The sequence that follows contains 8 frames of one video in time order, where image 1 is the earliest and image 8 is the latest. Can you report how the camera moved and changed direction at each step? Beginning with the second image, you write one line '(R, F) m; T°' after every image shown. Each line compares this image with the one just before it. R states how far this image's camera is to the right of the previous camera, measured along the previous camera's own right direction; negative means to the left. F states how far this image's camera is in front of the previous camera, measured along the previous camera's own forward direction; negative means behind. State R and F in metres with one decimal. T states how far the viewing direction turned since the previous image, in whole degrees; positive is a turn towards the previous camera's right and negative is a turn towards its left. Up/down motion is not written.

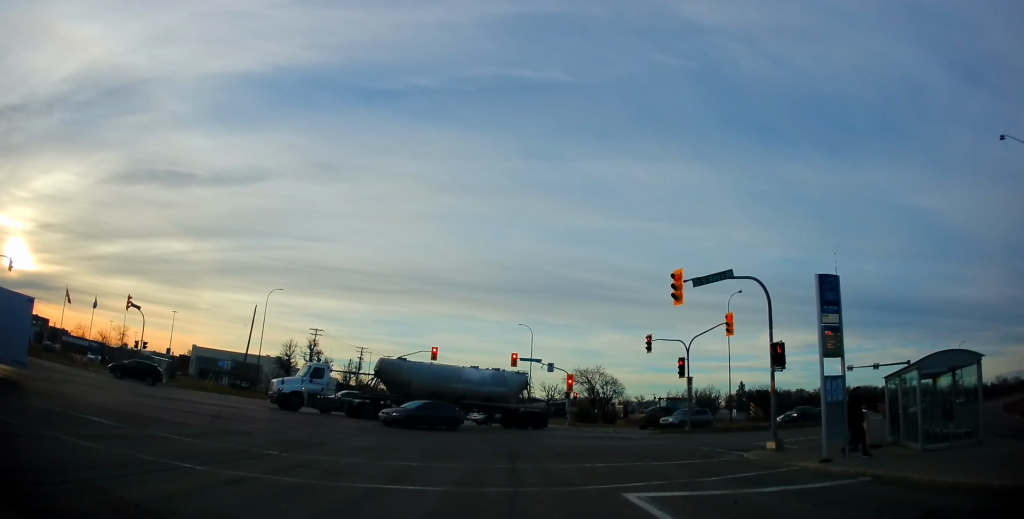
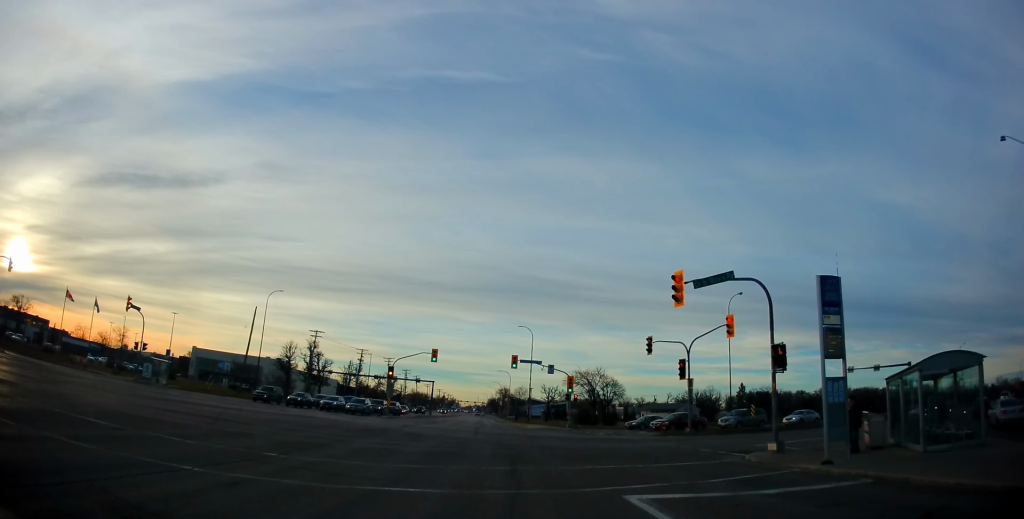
(0.0, +0.3) m; 0°
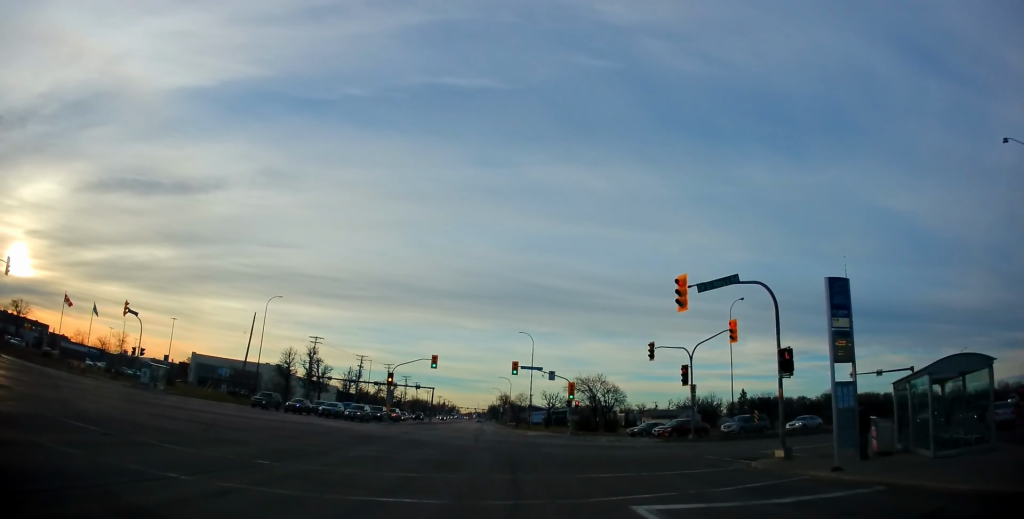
(0.0, +0.8) m; 0°
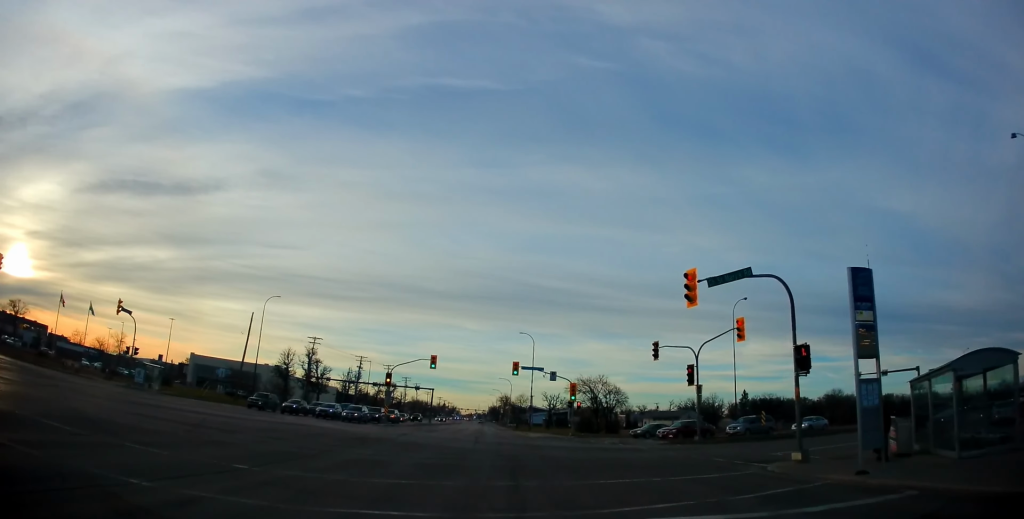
(0.0, +0.8) m; 0°
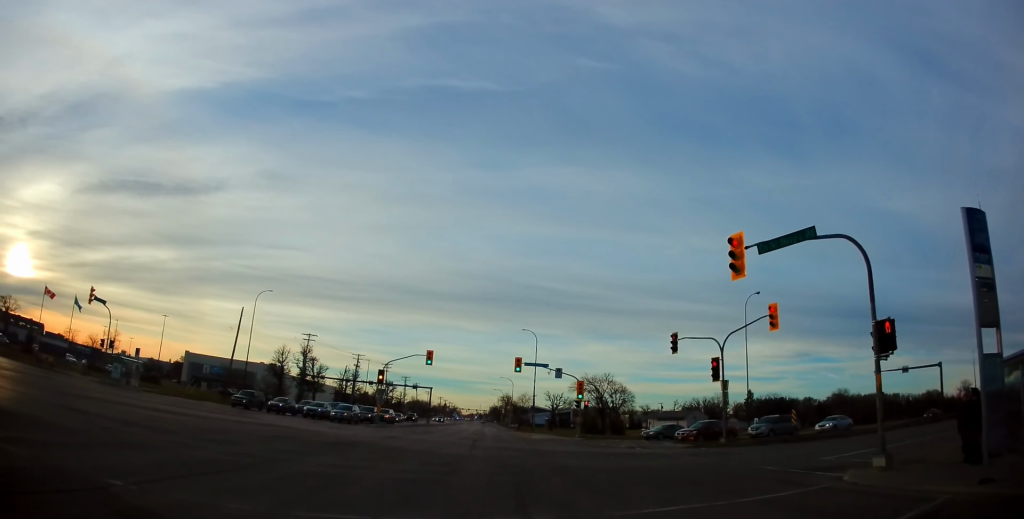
(0.0, +4.2) m; 0°
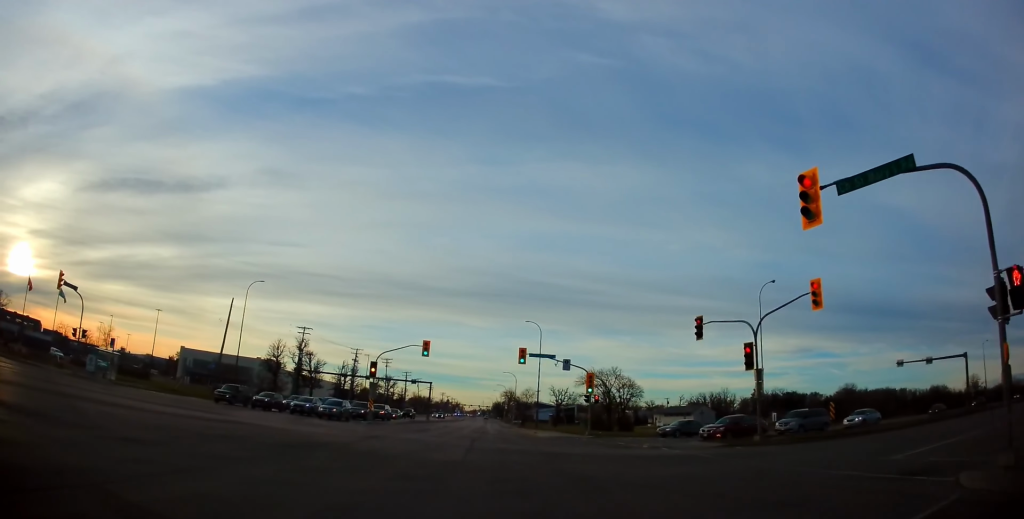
(0.0, +4.3) m; -1°
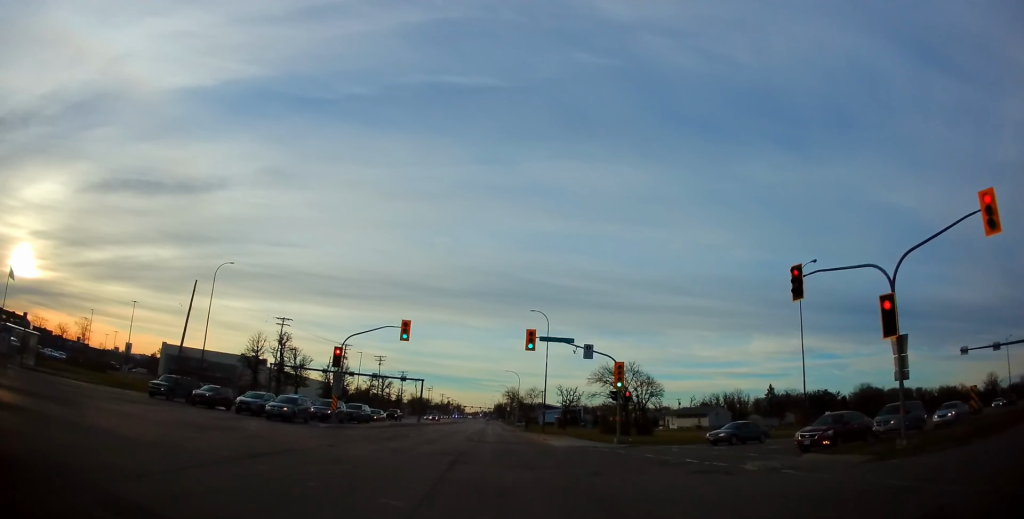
(-0.3, +11.0) m; -4°
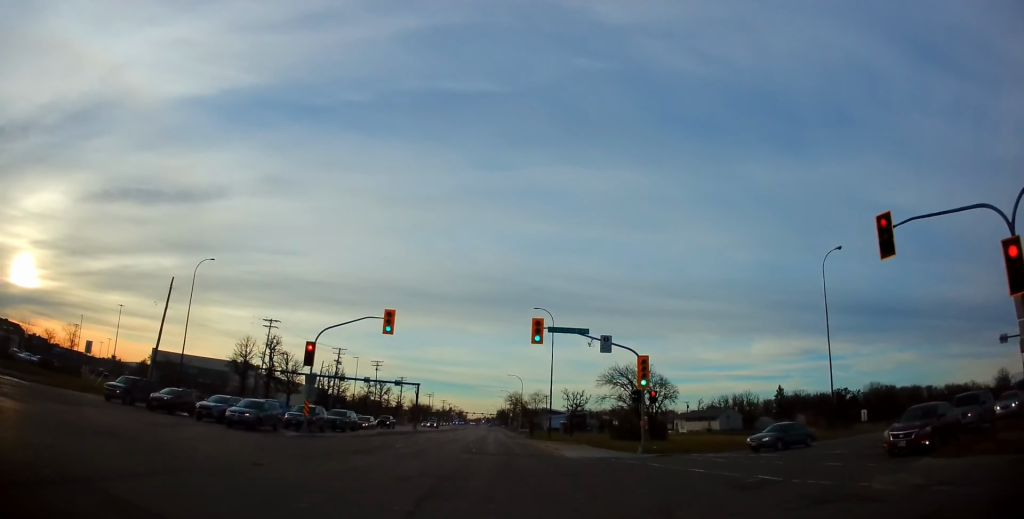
(-0.1, +5.6) m; -1°
